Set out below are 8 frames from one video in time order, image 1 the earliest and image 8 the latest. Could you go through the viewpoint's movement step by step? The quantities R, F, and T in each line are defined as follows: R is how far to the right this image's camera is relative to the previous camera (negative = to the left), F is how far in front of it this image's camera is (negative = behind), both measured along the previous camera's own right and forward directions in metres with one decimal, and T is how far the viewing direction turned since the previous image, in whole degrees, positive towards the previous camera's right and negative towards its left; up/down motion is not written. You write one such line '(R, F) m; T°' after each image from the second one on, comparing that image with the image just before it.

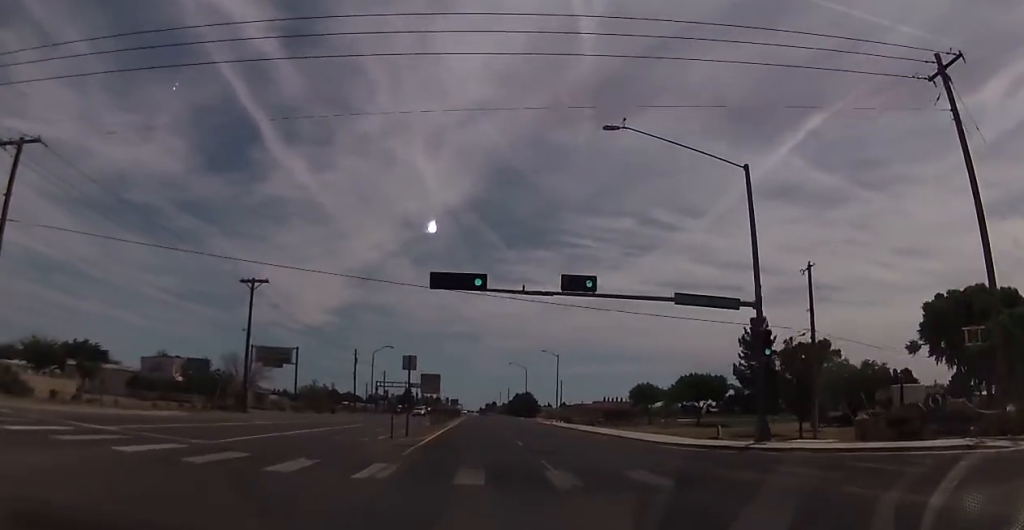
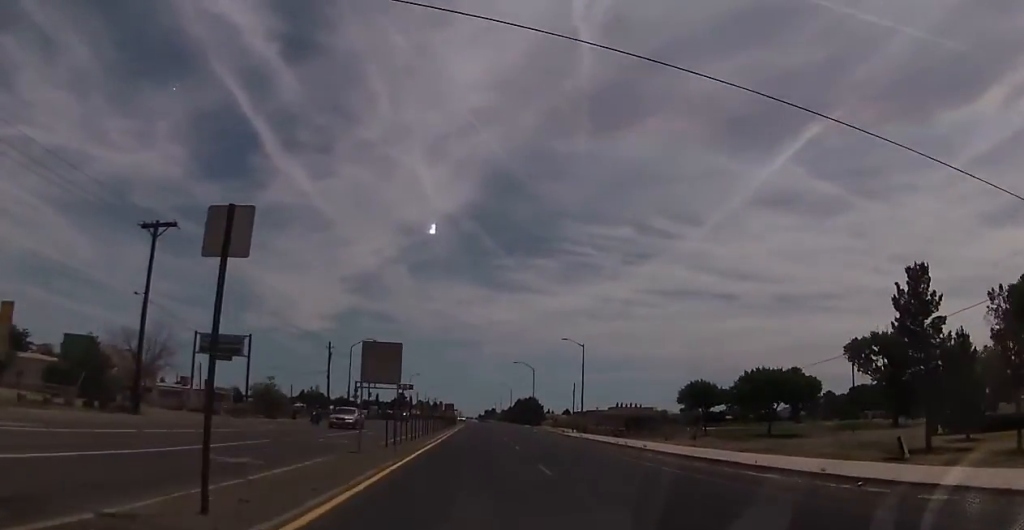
(+0.6, +21.1) m; +4°
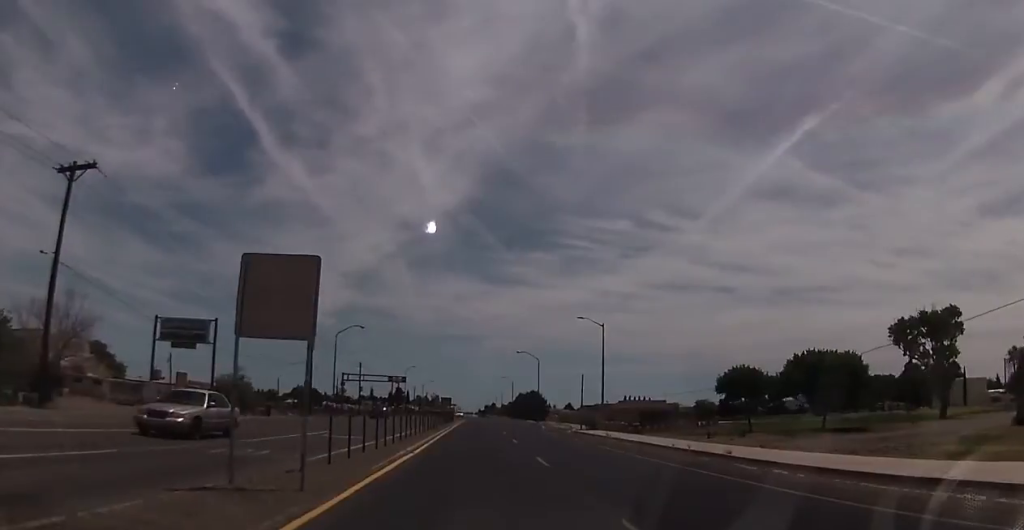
(0.0, +10.8) m; 0°
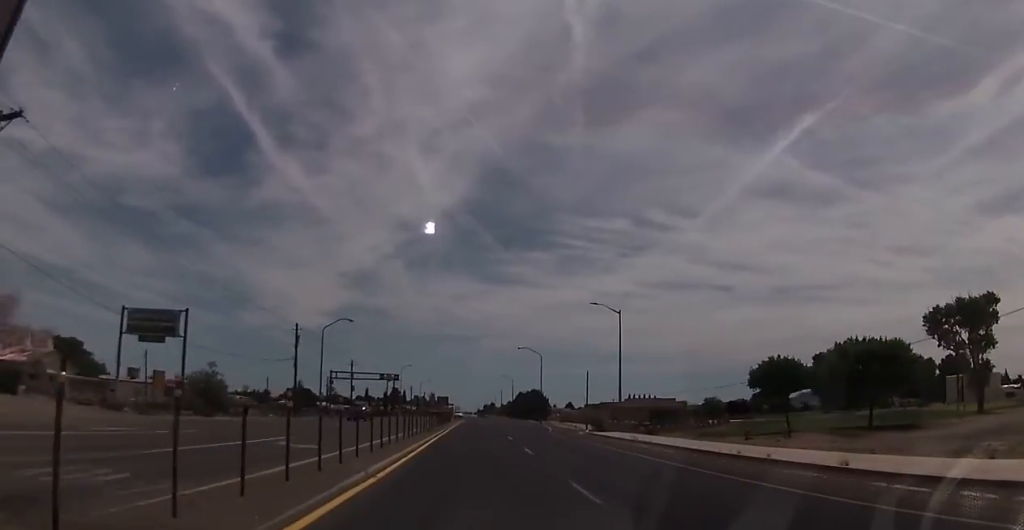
(0.0, +7.1) m; 0°
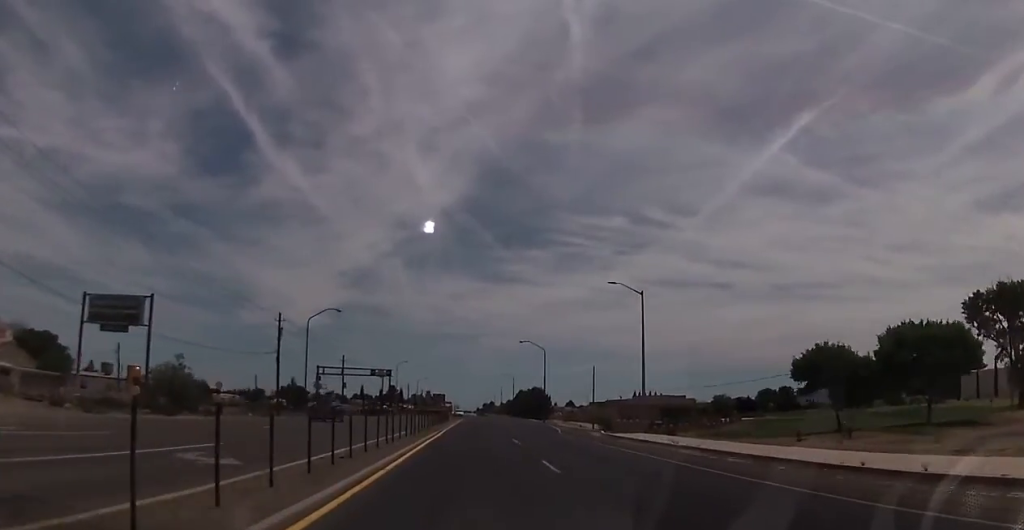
(0.0, +7.2) m; 0°
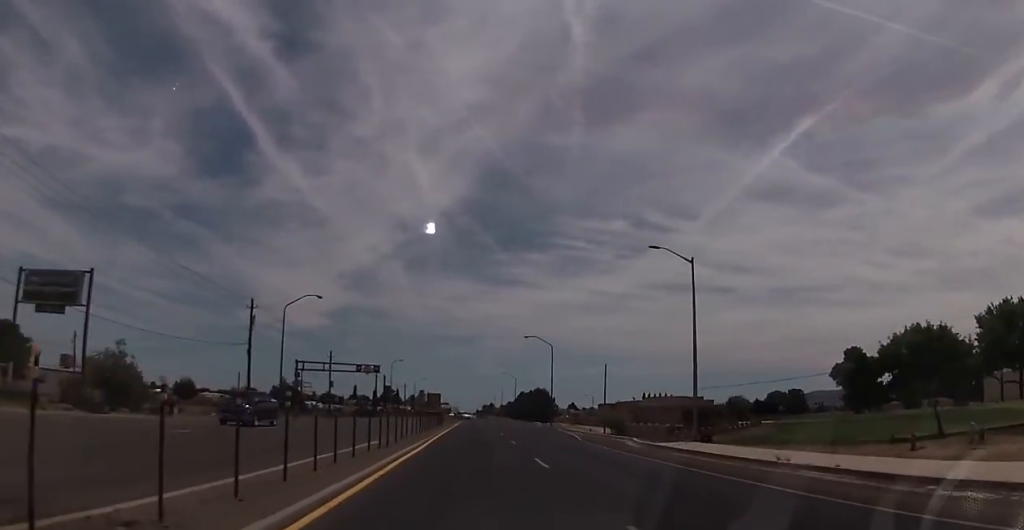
(0.0, +10.1) m; 0°
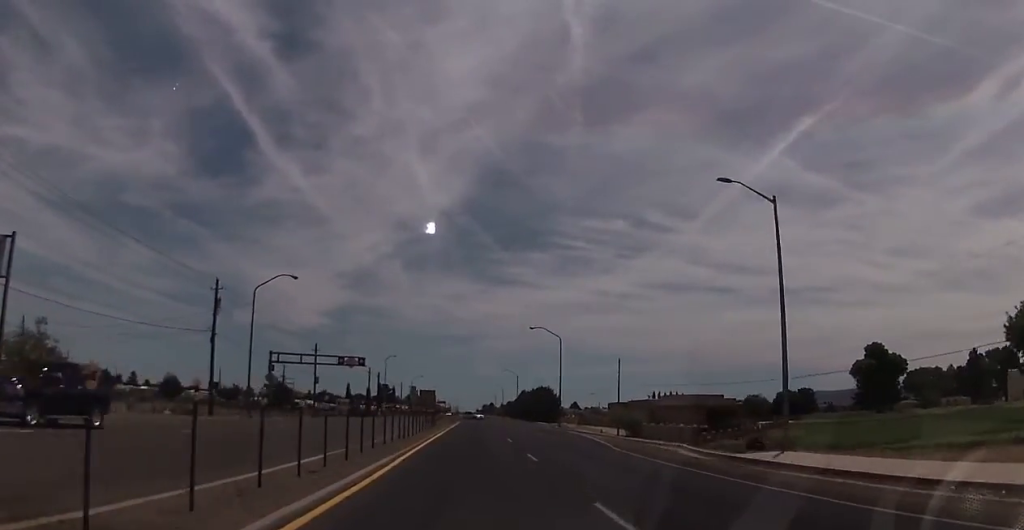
(0.0, +9.8) m; 0°
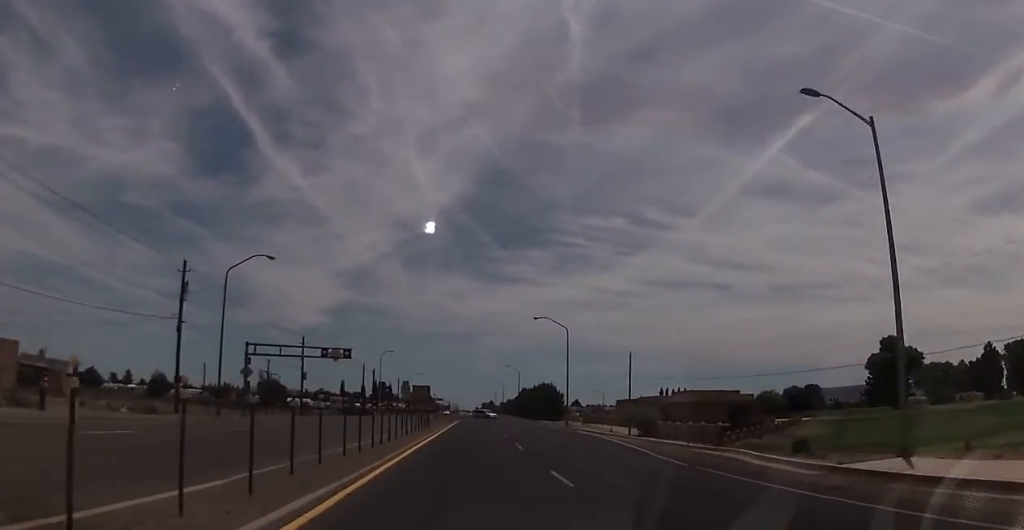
(0.0, +6.9) m; 0°
